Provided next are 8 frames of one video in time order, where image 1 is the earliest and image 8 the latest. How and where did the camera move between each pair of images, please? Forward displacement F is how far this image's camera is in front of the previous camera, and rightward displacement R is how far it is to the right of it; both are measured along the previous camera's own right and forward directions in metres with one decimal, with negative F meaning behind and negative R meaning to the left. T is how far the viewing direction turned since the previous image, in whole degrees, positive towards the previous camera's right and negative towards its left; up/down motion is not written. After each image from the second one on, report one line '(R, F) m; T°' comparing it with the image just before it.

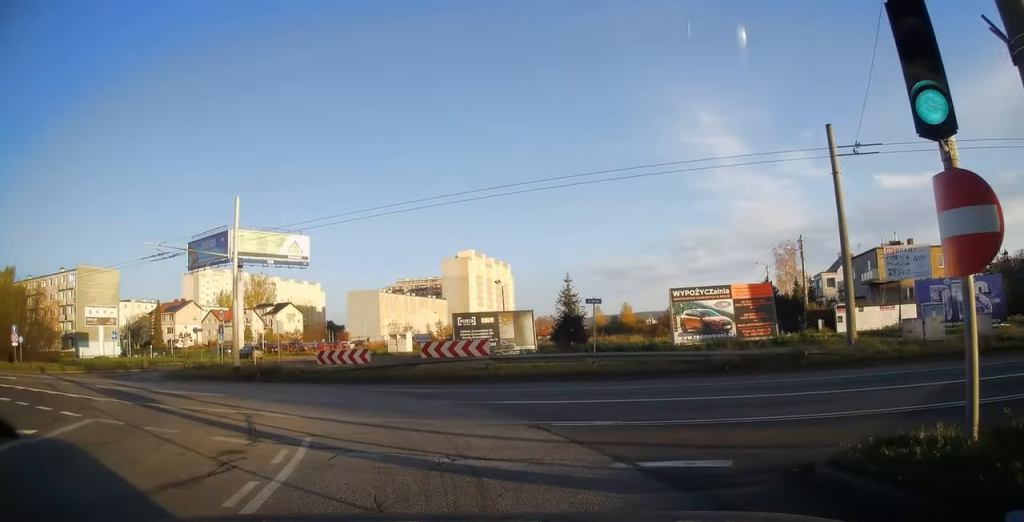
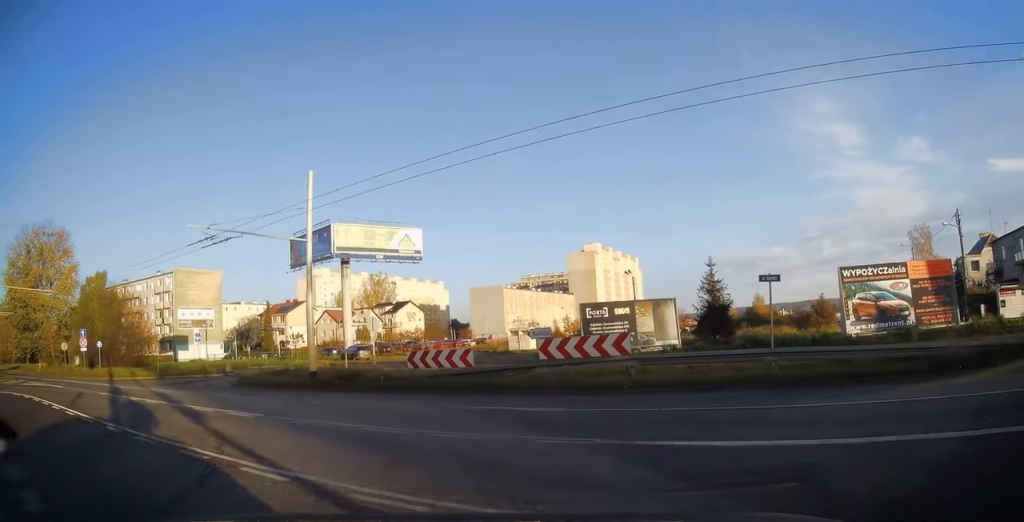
(-0.8, +5.7) m; -12°
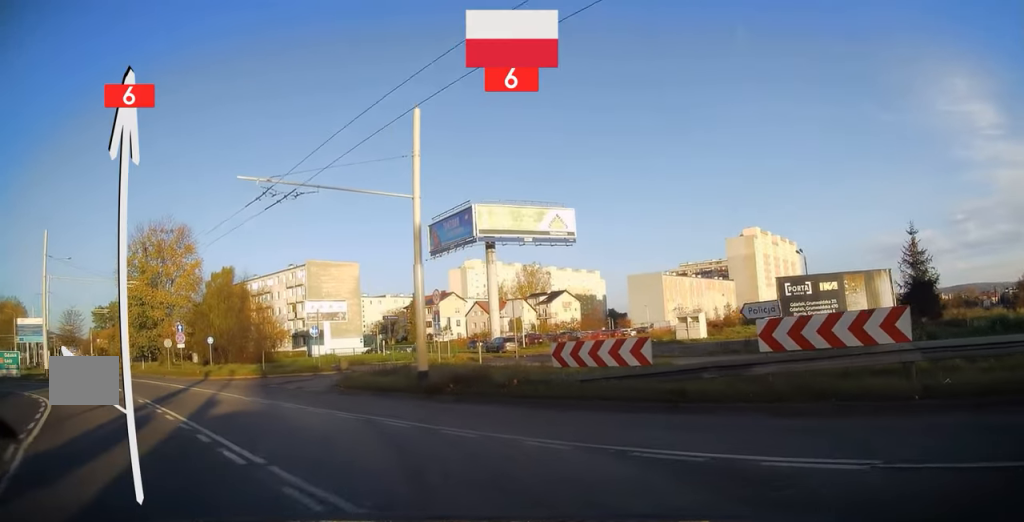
(-0.7, +6.7) m; -15°
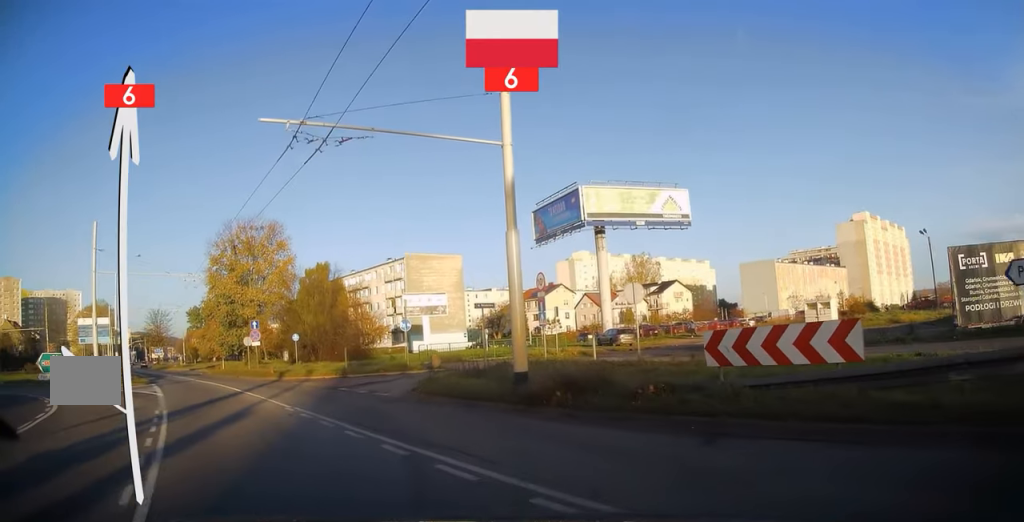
(-0.4, +4.7) m; -10°
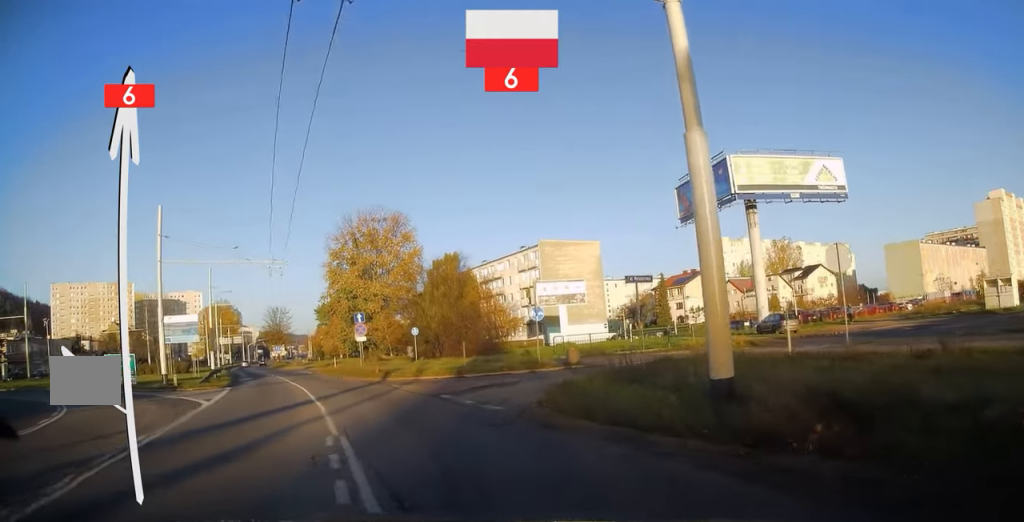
(-0.8, +6.0) m; -12°
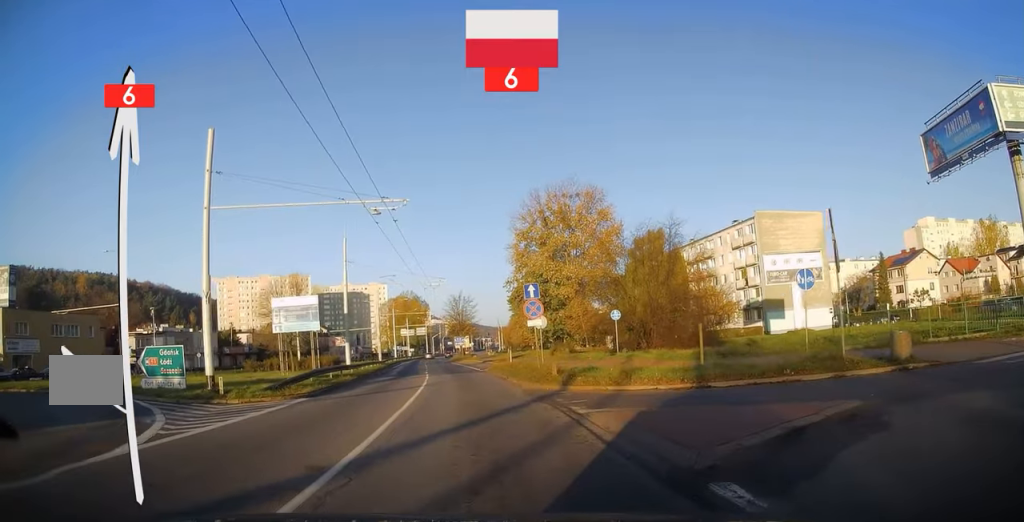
(-2.2, +12.1) m; -17°
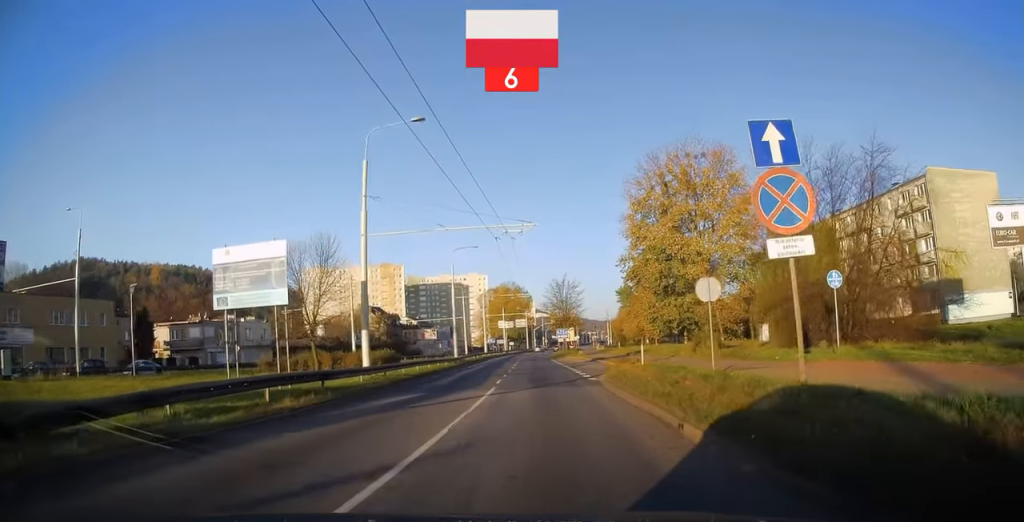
(-1.9, +17.2) m; -11°
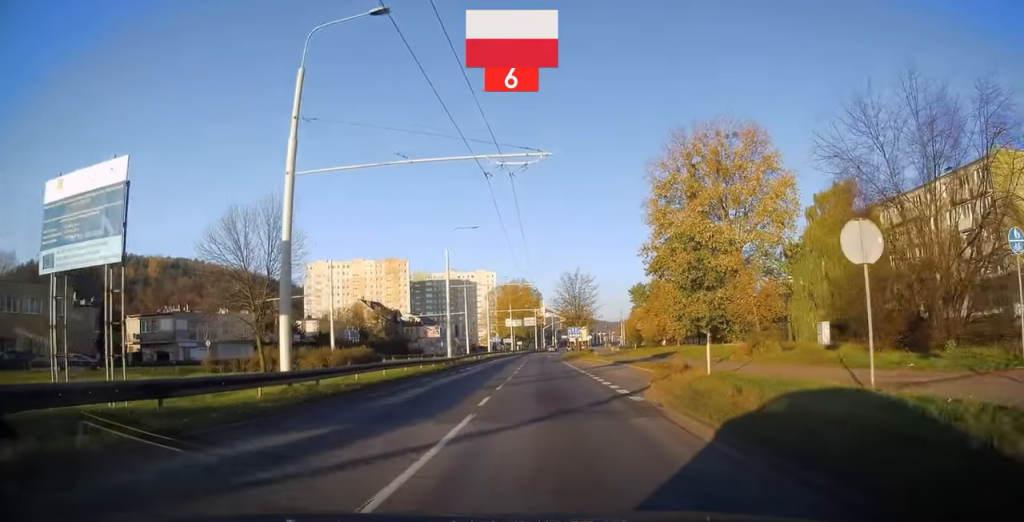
(-0.4, +9.0) m; -2°
